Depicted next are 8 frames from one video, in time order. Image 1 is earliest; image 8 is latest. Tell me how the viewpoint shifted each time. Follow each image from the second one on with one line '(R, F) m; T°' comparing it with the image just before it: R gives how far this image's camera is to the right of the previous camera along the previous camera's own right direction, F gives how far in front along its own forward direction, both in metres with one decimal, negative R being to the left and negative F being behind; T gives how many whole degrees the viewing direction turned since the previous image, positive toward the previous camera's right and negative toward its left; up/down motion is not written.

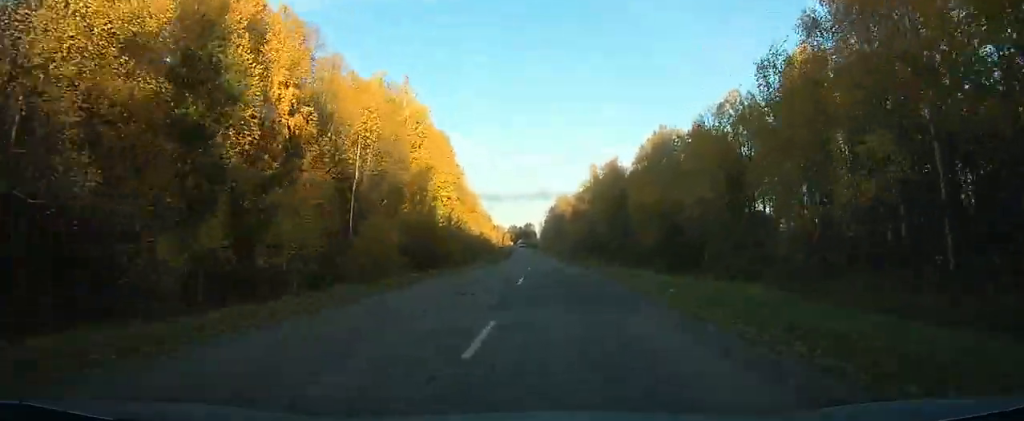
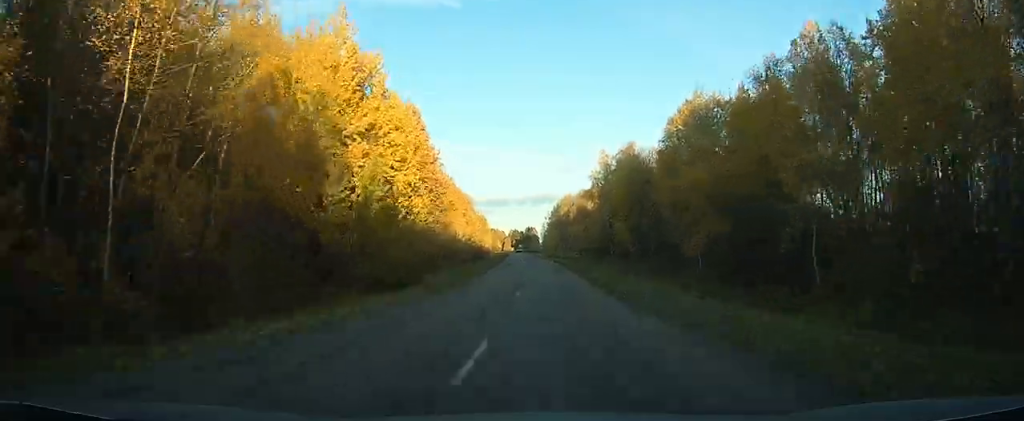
(+0.7, +24.7) m; +2°
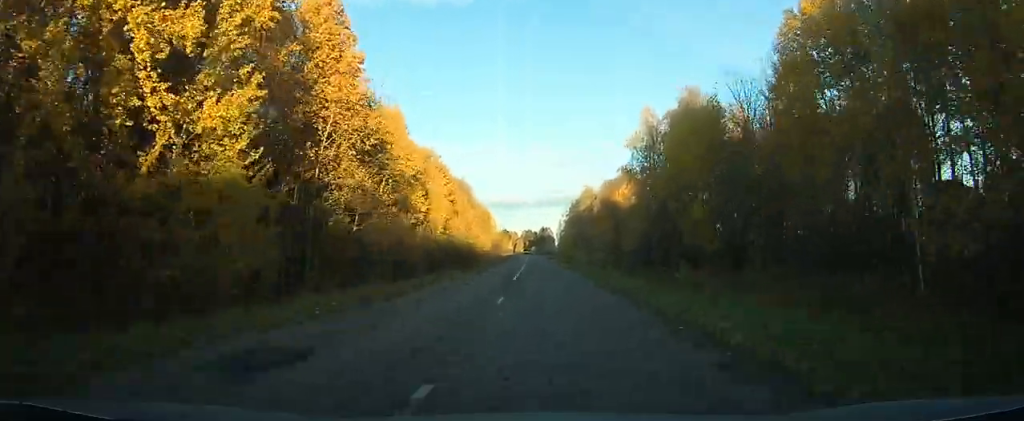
(-0.2, +38.8) m; +1°
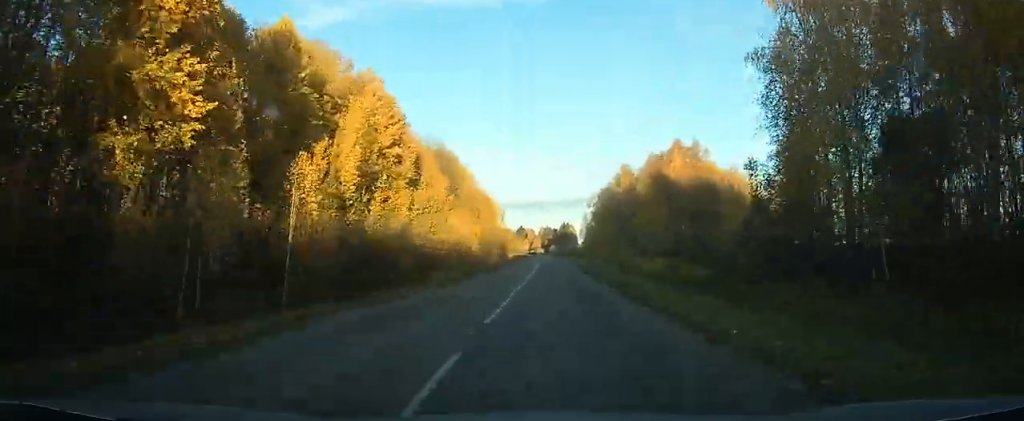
(+0.4, +48.6) m; -5°
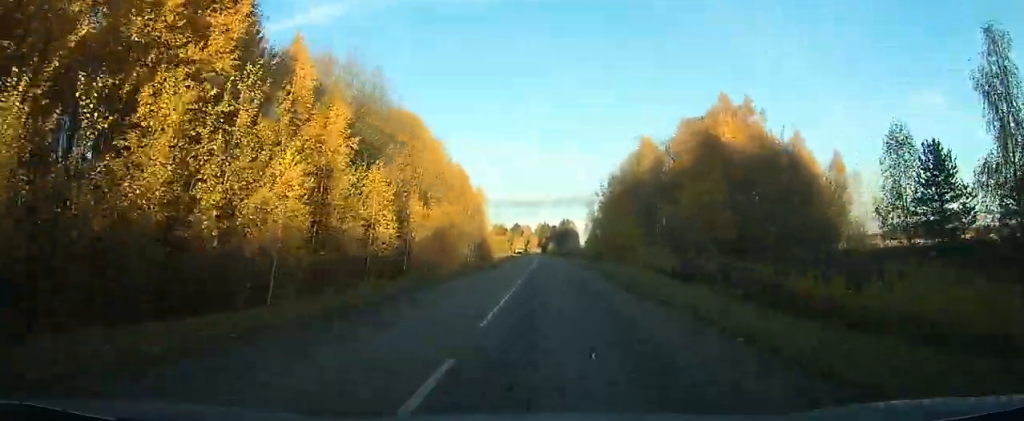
(-3.1, +35.5) m; -4°
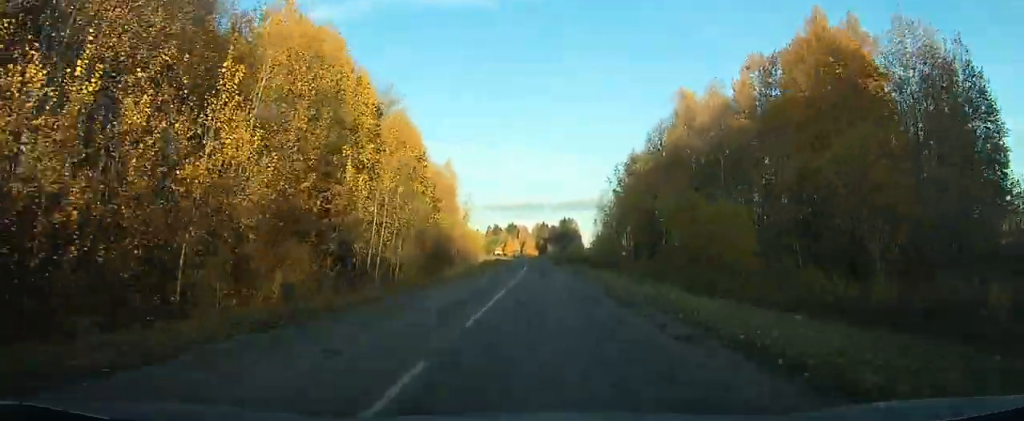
(-0.5, +37.4) m; -1°
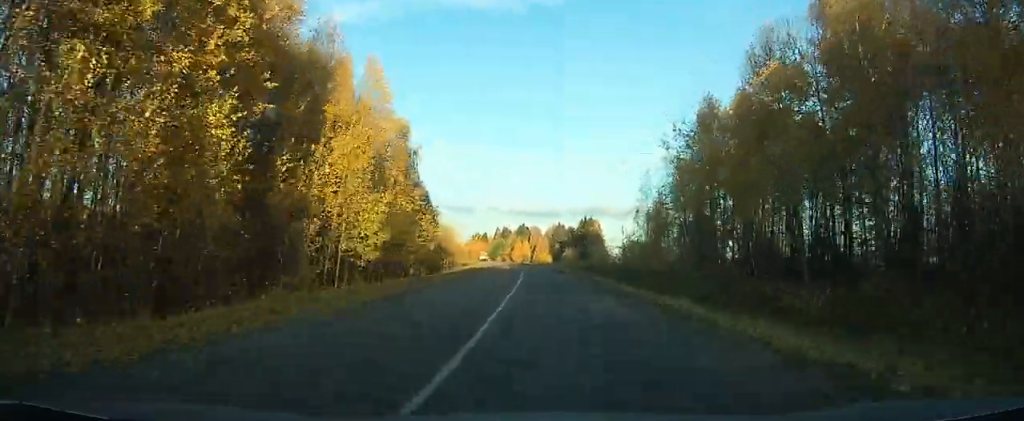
(0.0, +48.8) m; -1°
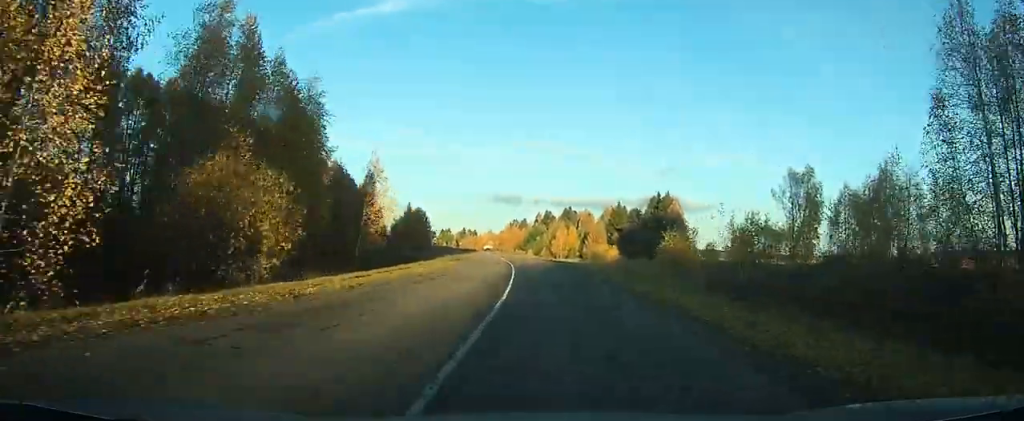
(-2.0, +69.1) m; -4°
